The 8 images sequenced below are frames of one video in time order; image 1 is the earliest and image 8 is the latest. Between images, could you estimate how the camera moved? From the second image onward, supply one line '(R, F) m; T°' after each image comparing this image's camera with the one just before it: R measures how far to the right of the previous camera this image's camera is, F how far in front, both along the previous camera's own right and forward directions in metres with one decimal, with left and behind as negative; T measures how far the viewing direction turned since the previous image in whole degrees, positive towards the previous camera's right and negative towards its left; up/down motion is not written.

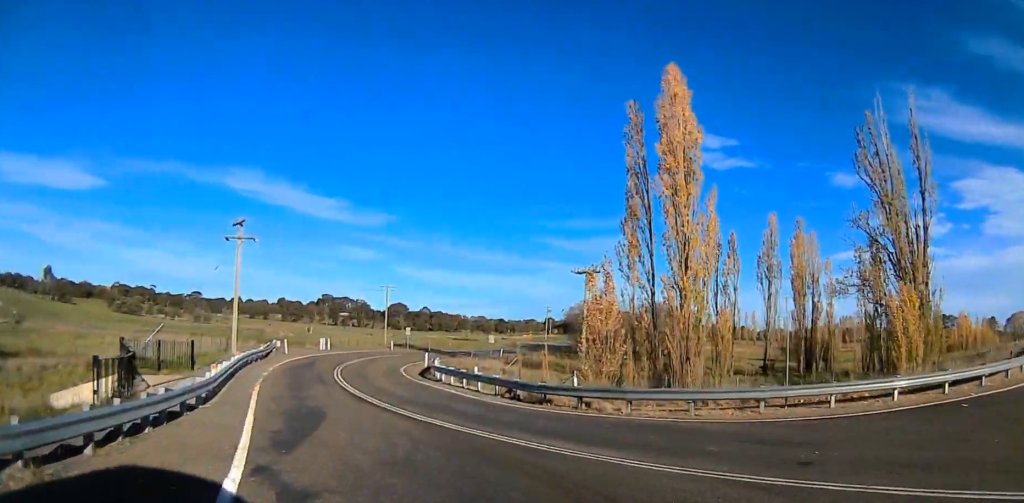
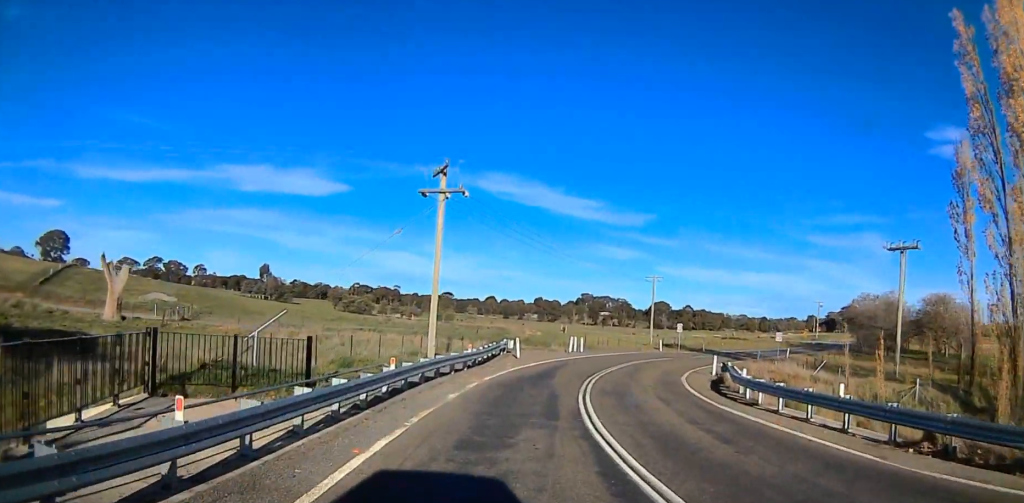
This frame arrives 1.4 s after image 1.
(-2.5, +13.2) m; -20°
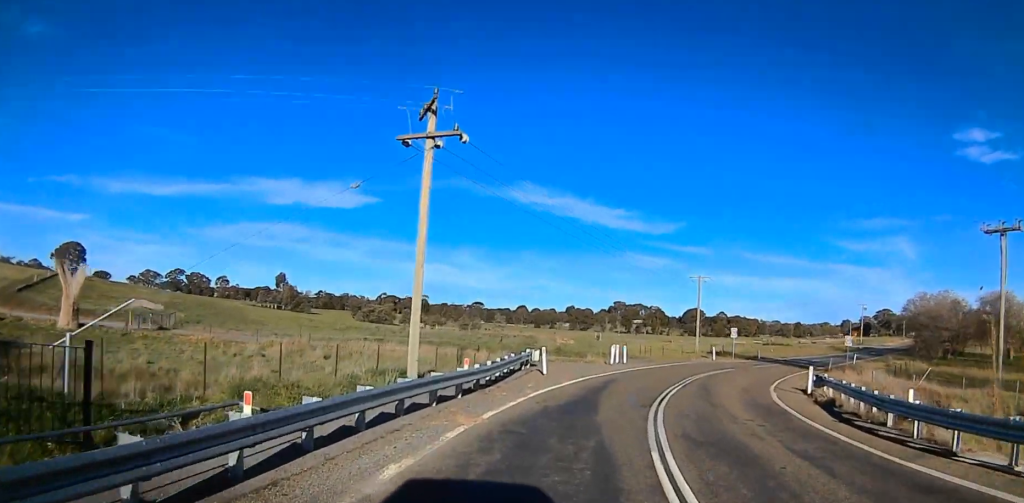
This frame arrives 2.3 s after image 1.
(-0.9, +8.8) m; -10°
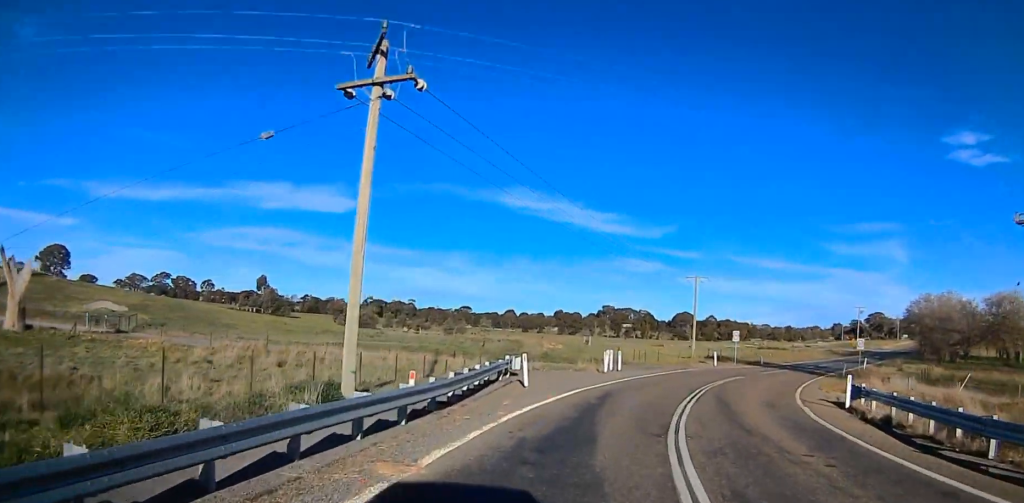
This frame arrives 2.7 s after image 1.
(-0.7, +4.4) m; +2°
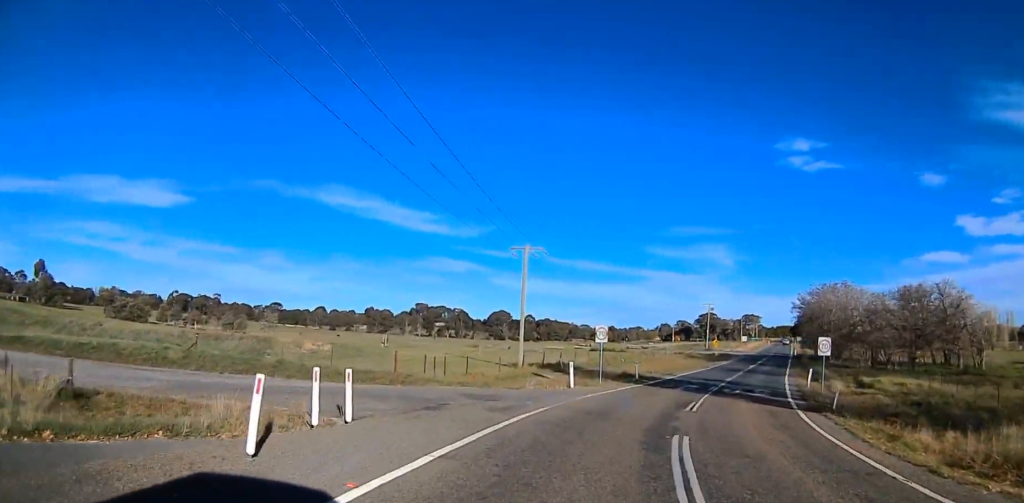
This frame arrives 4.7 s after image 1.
(+3.3, +21.2) m; +15°
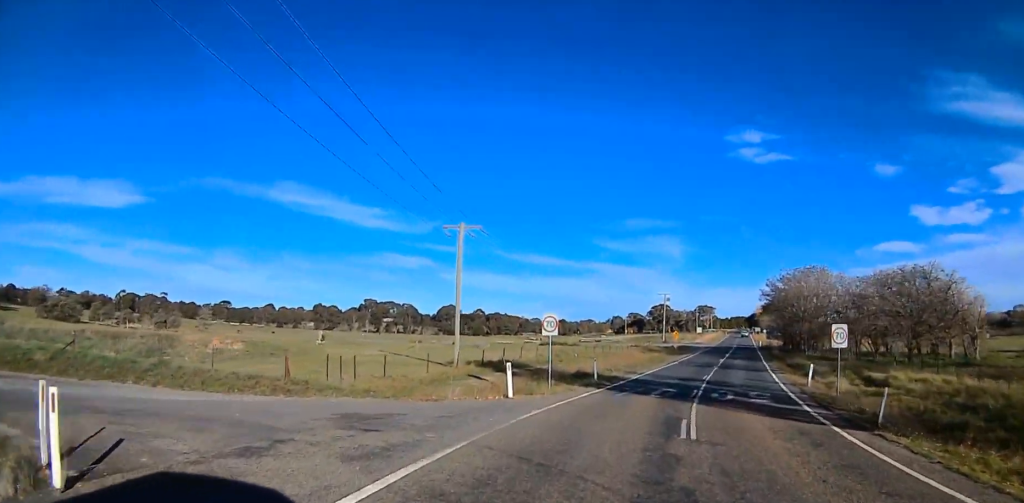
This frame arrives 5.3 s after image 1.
(+0.1, +6.9) m; +3°
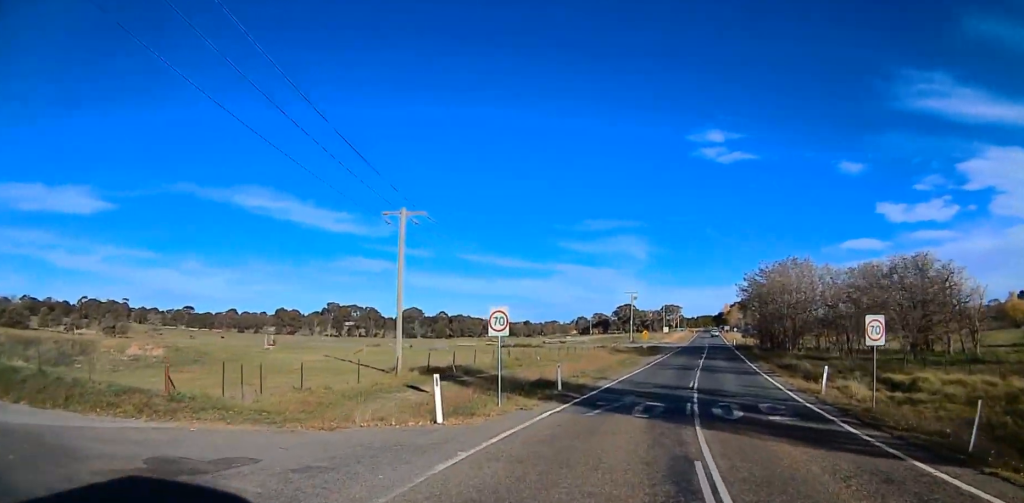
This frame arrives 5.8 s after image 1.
(+0.1, +5.5) m; +3°
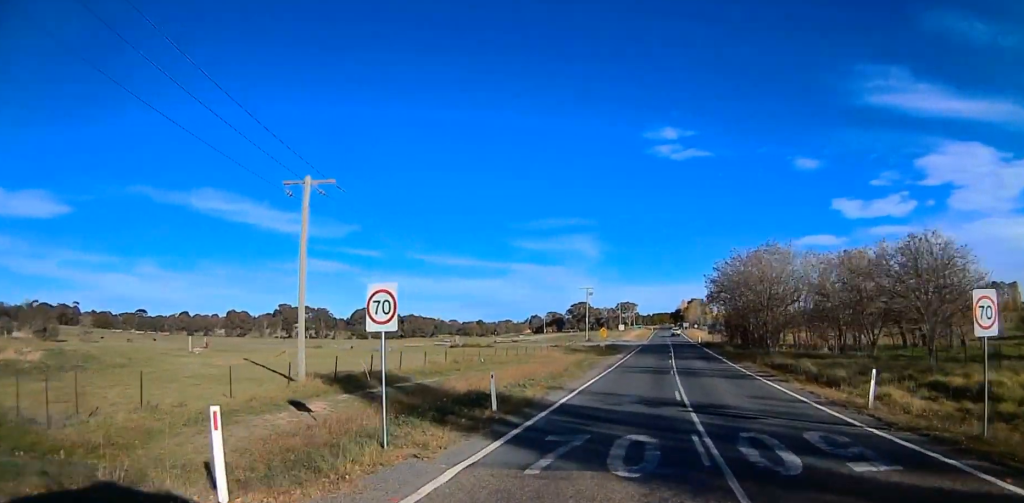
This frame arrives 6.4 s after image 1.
(+0.2, +7.4) m; +3°
